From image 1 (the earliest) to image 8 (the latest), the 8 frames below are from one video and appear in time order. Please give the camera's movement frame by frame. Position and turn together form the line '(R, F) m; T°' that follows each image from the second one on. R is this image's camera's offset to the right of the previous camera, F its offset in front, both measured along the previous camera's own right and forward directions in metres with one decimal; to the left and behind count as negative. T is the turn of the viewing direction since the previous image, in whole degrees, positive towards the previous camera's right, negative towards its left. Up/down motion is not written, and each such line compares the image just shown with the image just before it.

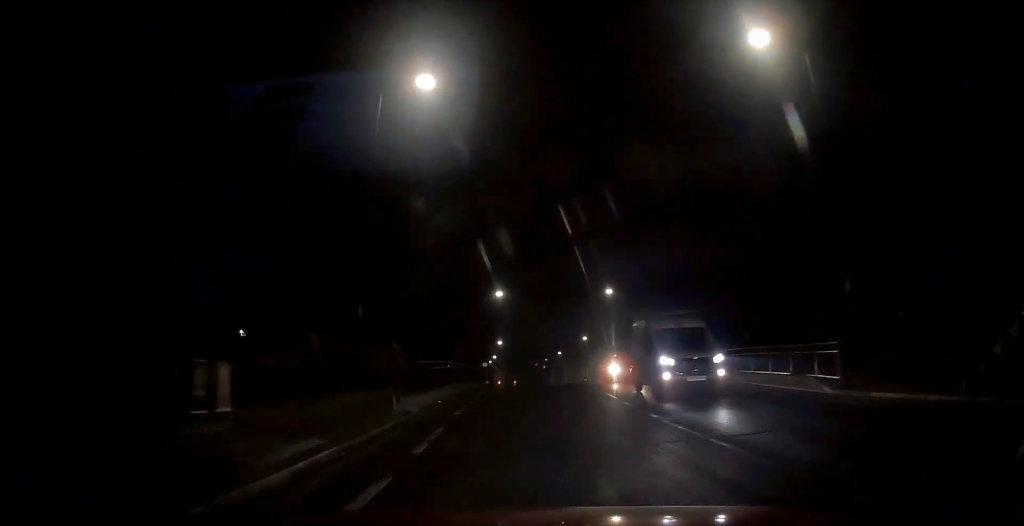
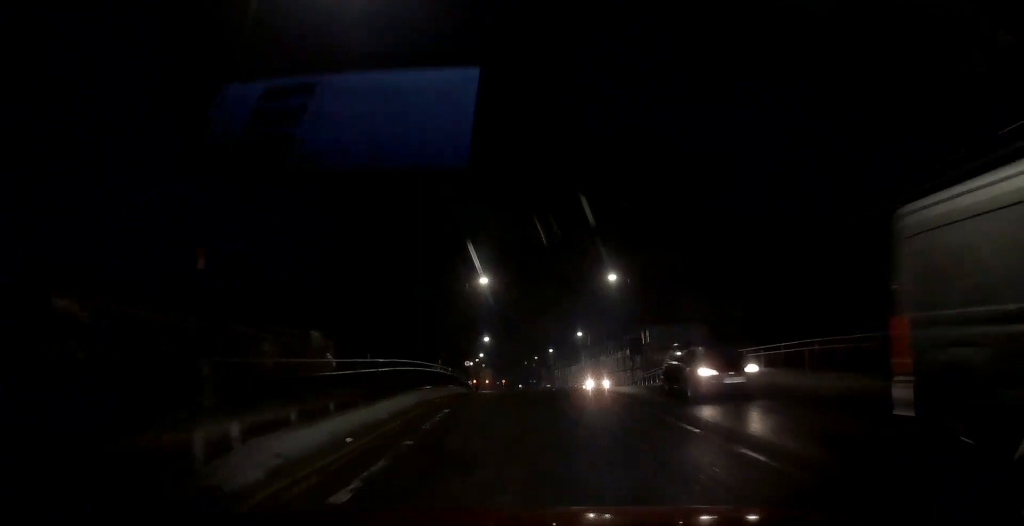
(+0.1, +9.4) m; +1°
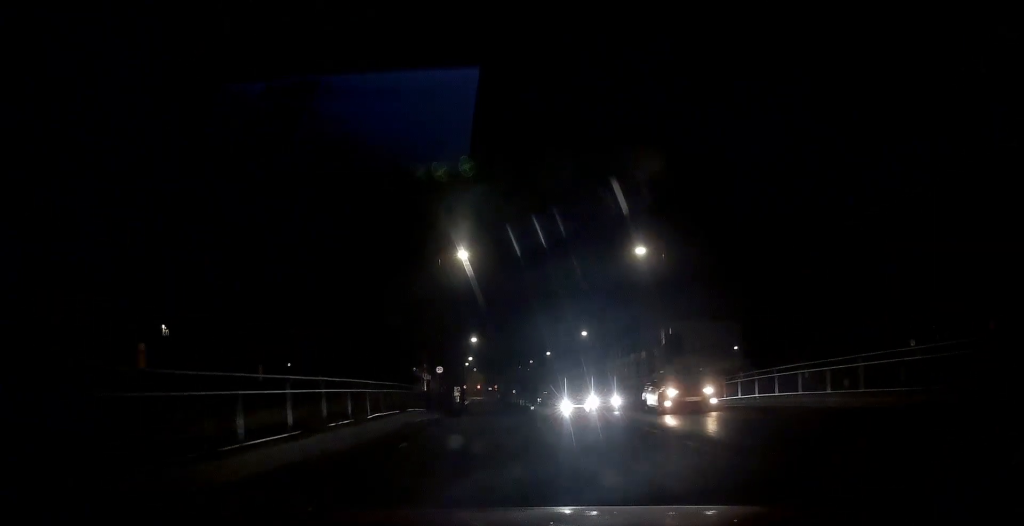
(+0.2, +15.3) m; +1°
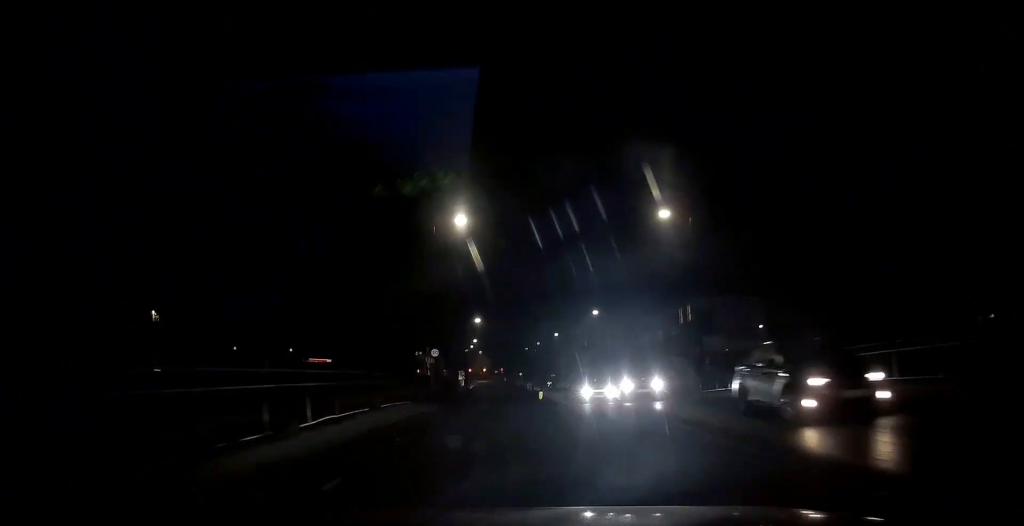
(0.0, +5.1) m; 0°
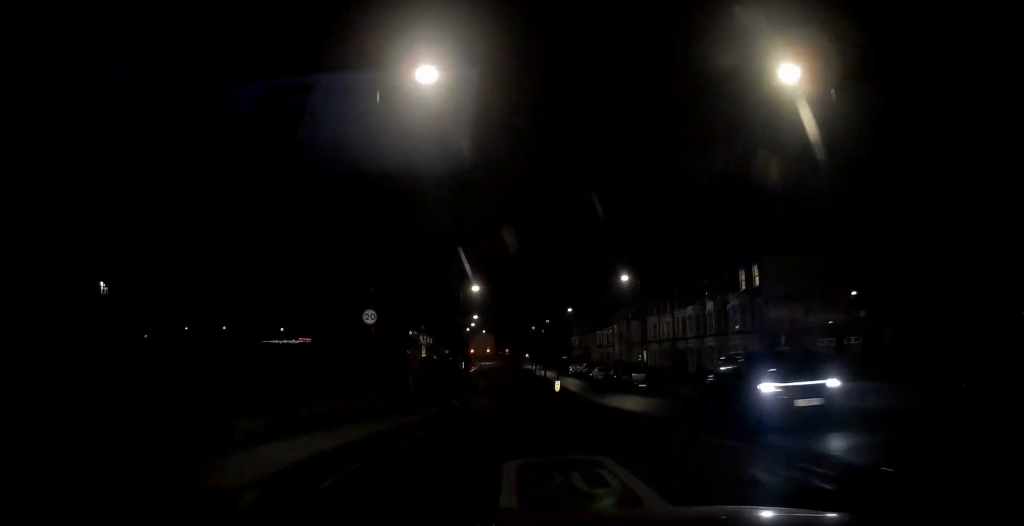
(-0.2, +15.9) m; -1°
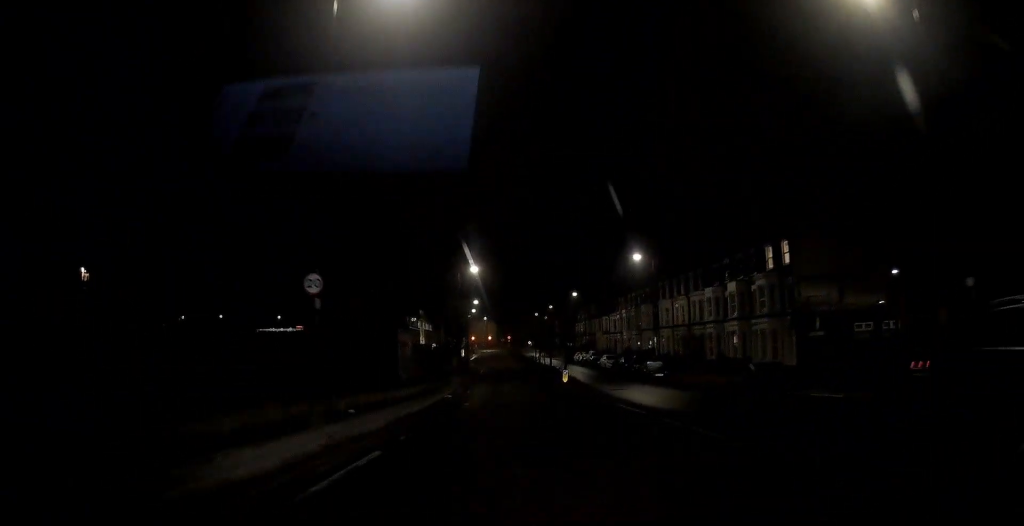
(0.0, +4.9) m; 0°
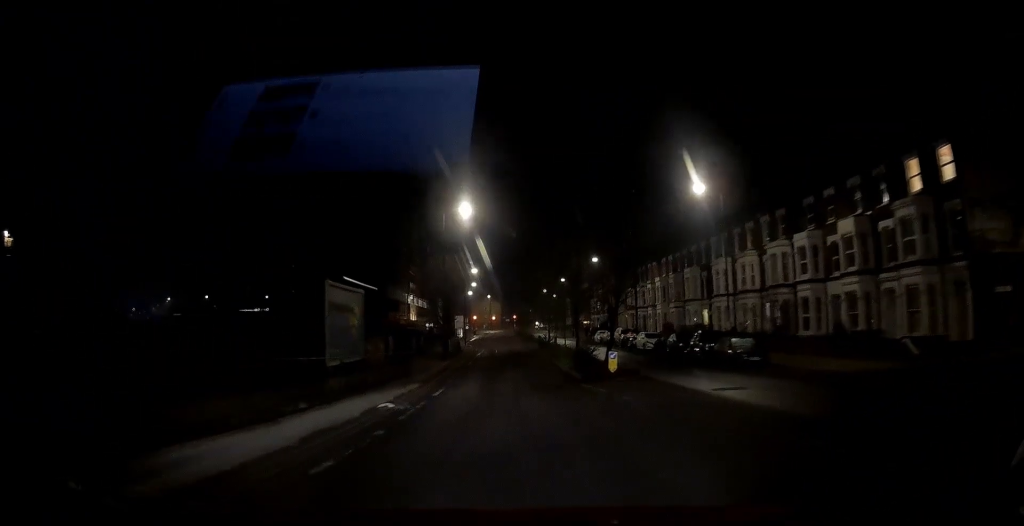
(-0.1, +16.6) m; -1°
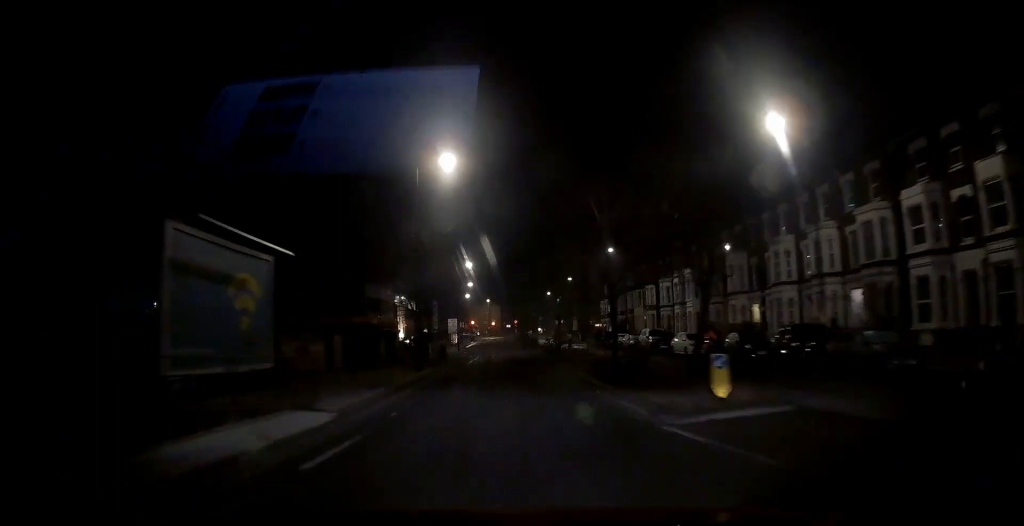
(-0.1, +11.3) m; -1°
